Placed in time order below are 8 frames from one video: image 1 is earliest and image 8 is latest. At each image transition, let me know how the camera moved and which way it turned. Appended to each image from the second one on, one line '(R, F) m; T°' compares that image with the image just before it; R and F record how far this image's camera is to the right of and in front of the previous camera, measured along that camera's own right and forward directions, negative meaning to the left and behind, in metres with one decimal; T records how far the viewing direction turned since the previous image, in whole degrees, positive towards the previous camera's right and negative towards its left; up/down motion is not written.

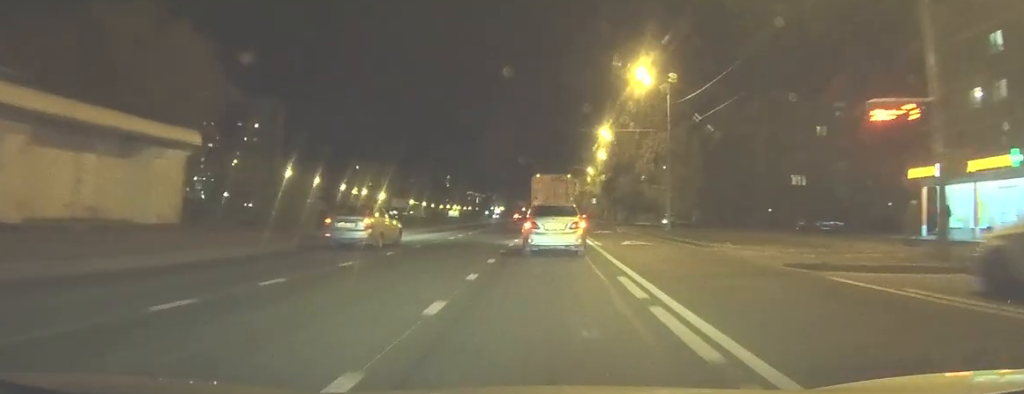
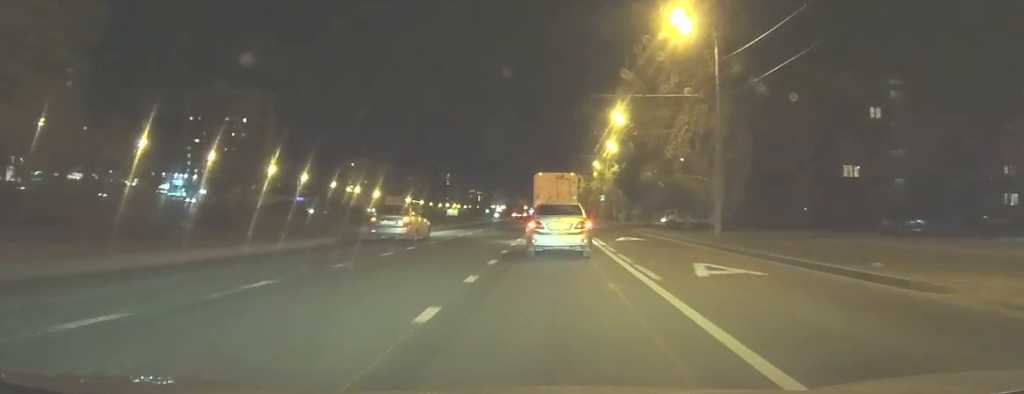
(0.0, +12.6) m; 0°
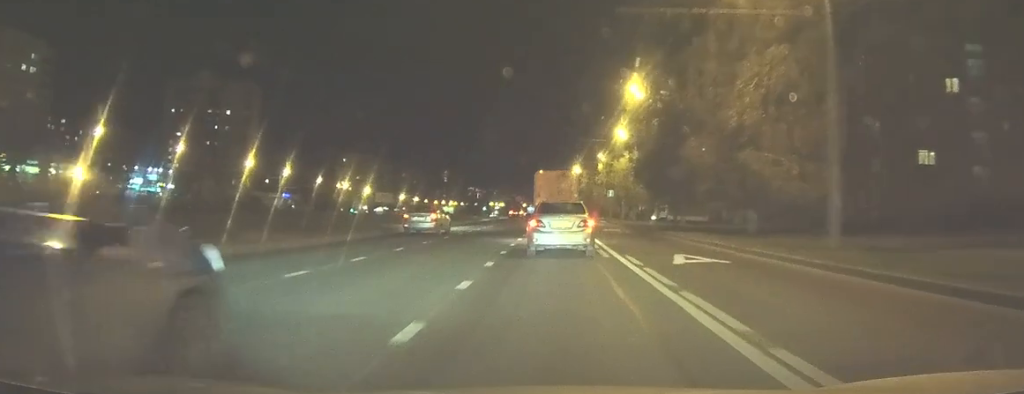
(+0.1, +13.2) m; +1°
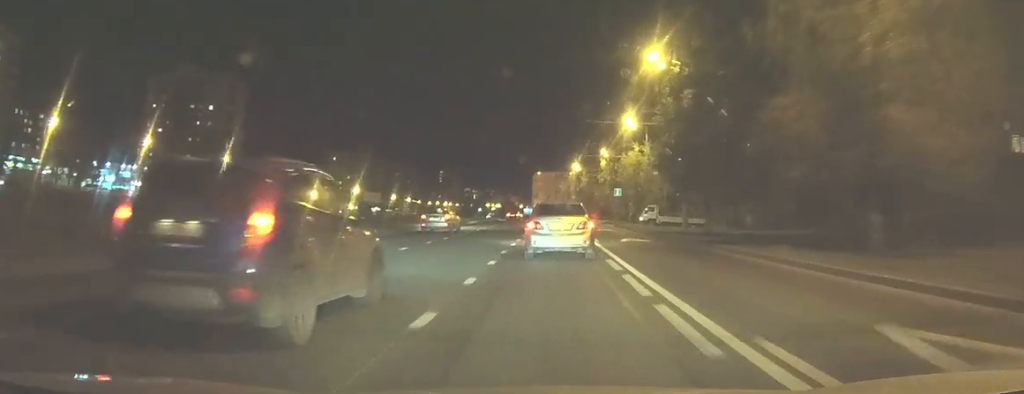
(0.0, +11.0) m; 0°
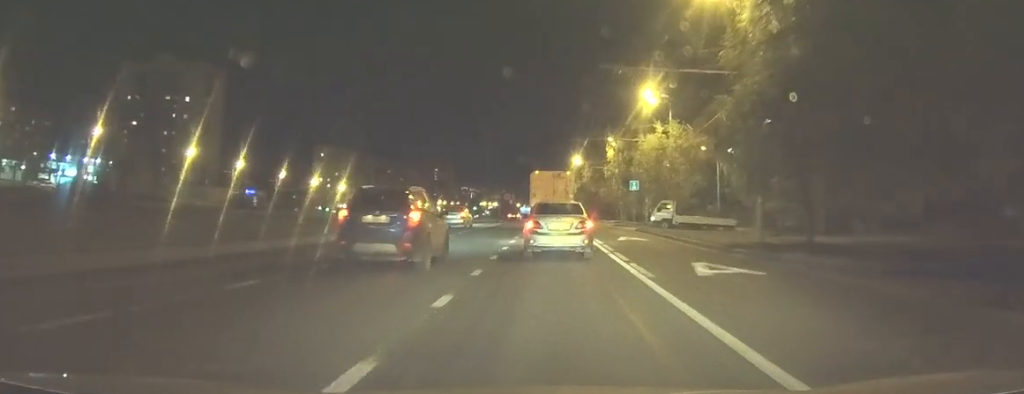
(0.0, +14.6) m; -1°
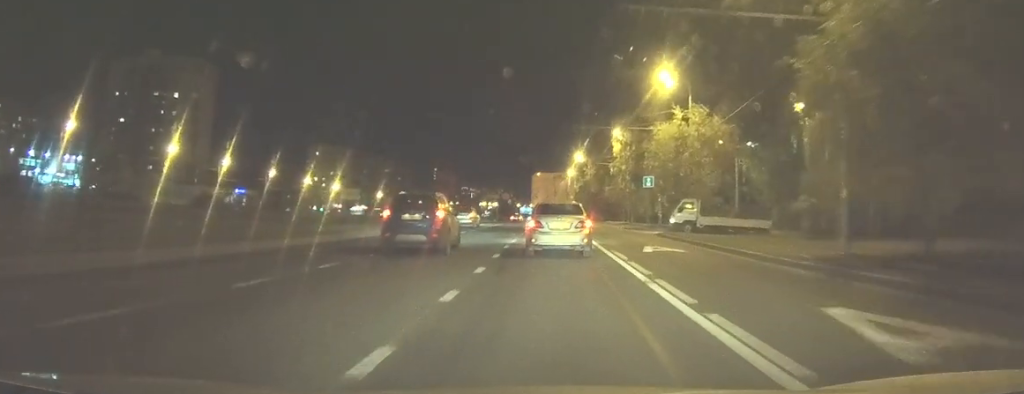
(-0.1, +7.5) m; -1°
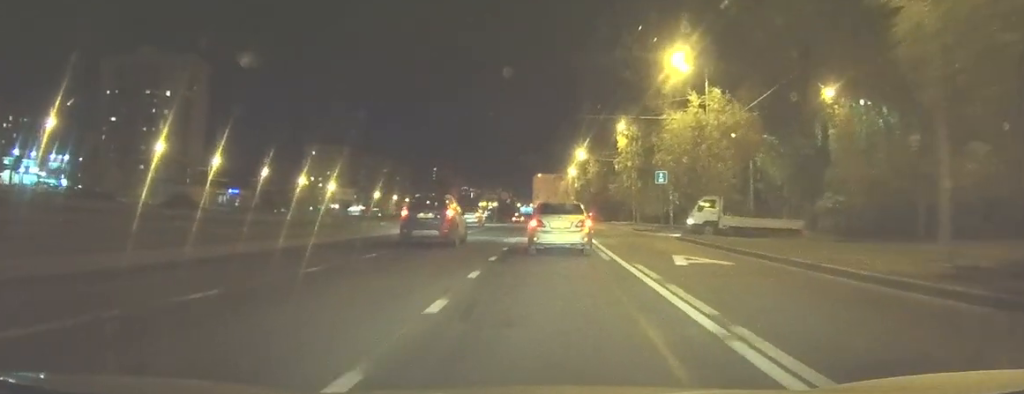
(0.0, +5.1) m; 0°
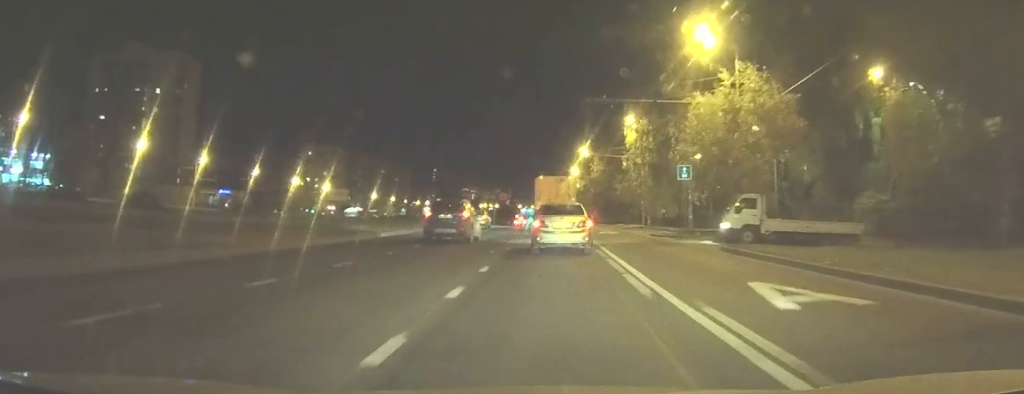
(0.0, +6.7) m; +1°
